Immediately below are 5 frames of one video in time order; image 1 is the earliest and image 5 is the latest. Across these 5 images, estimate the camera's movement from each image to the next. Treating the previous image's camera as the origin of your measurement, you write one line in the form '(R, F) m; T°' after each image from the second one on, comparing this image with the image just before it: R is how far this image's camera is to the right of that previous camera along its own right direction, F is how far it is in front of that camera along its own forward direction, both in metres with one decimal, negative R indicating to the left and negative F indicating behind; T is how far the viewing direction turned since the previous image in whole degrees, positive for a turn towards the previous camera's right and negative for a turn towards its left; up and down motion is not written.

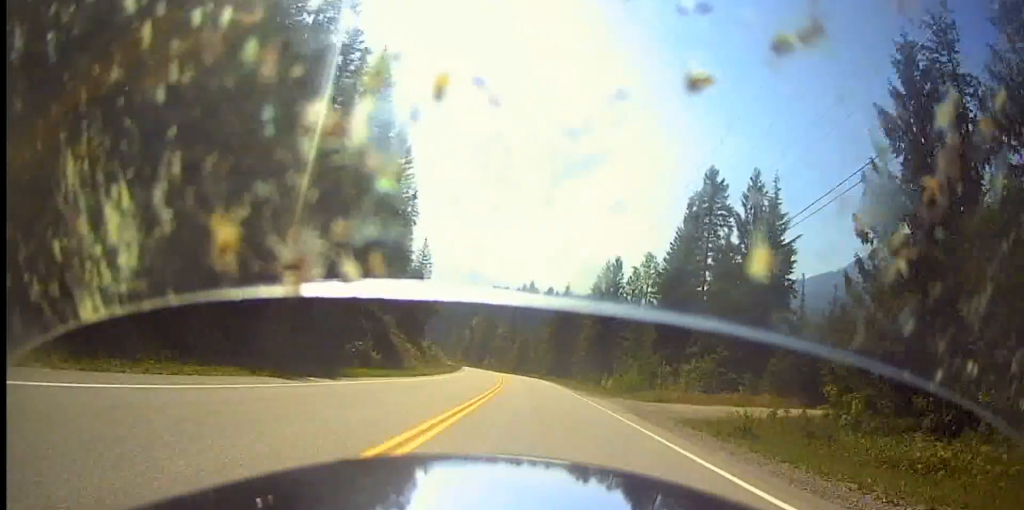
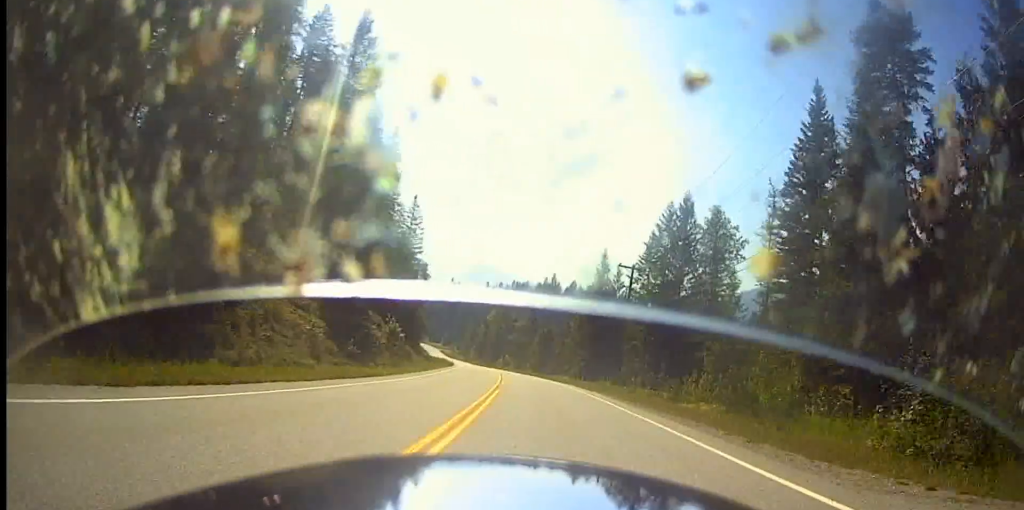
(-1.2, +32.9) m; -3°
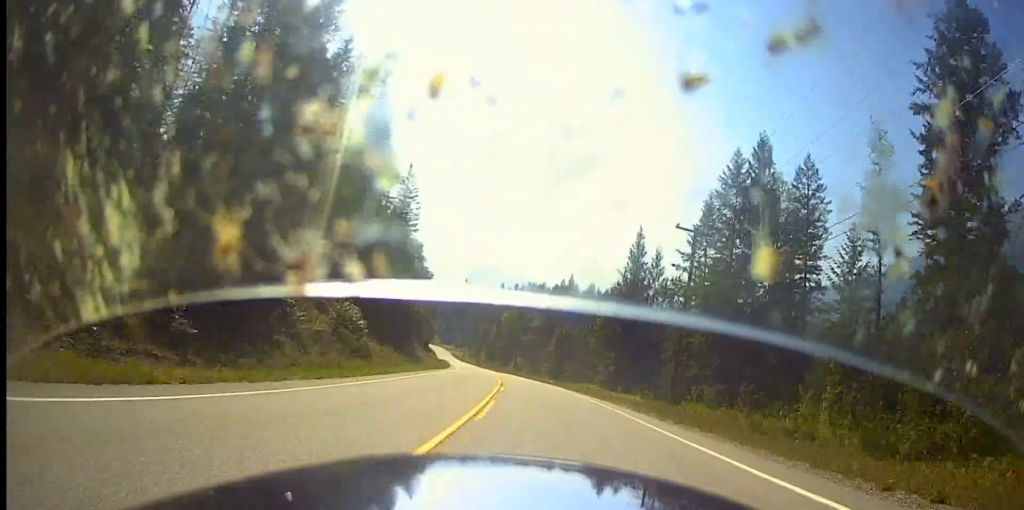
(0.0, +18.3) m; -2°
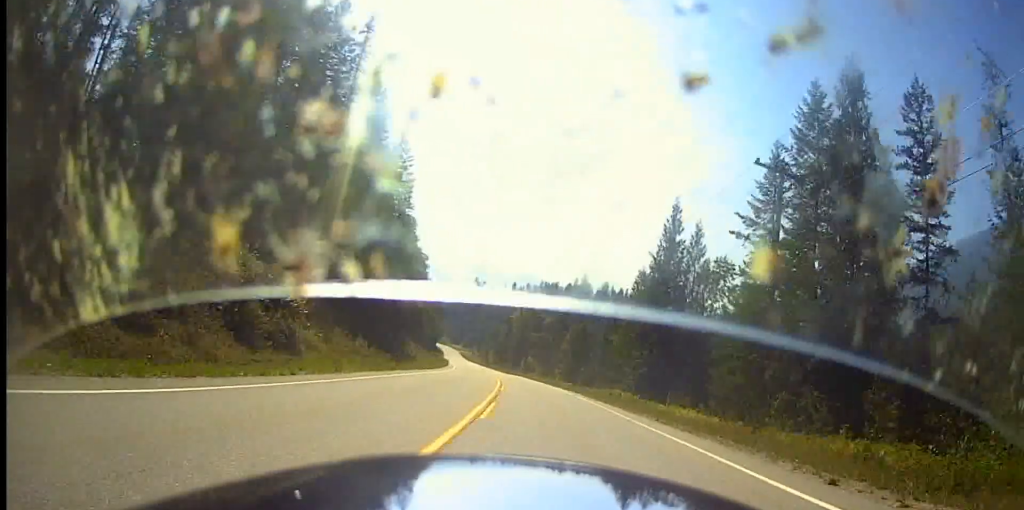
(0.0, +13.4) m; -2°
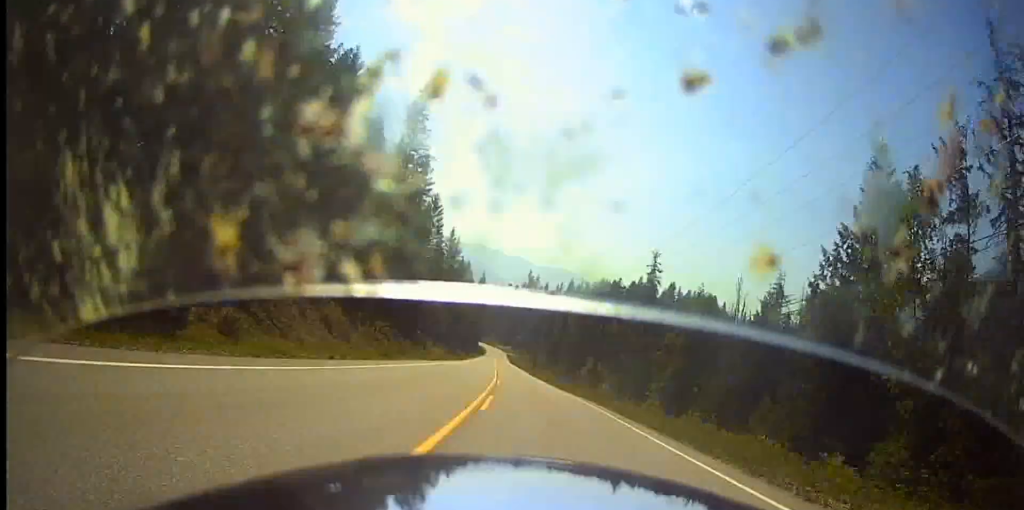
(-1.9, +50.8) m; -4°
